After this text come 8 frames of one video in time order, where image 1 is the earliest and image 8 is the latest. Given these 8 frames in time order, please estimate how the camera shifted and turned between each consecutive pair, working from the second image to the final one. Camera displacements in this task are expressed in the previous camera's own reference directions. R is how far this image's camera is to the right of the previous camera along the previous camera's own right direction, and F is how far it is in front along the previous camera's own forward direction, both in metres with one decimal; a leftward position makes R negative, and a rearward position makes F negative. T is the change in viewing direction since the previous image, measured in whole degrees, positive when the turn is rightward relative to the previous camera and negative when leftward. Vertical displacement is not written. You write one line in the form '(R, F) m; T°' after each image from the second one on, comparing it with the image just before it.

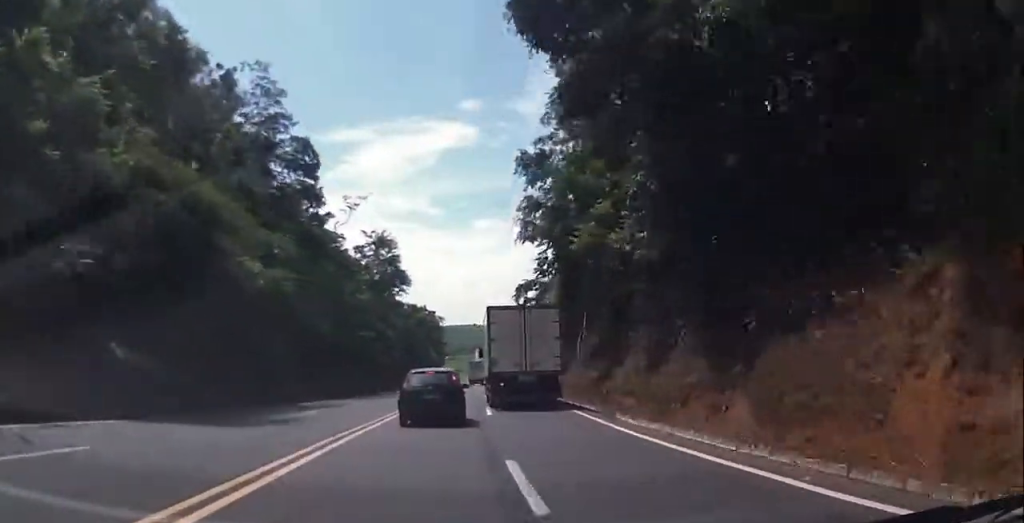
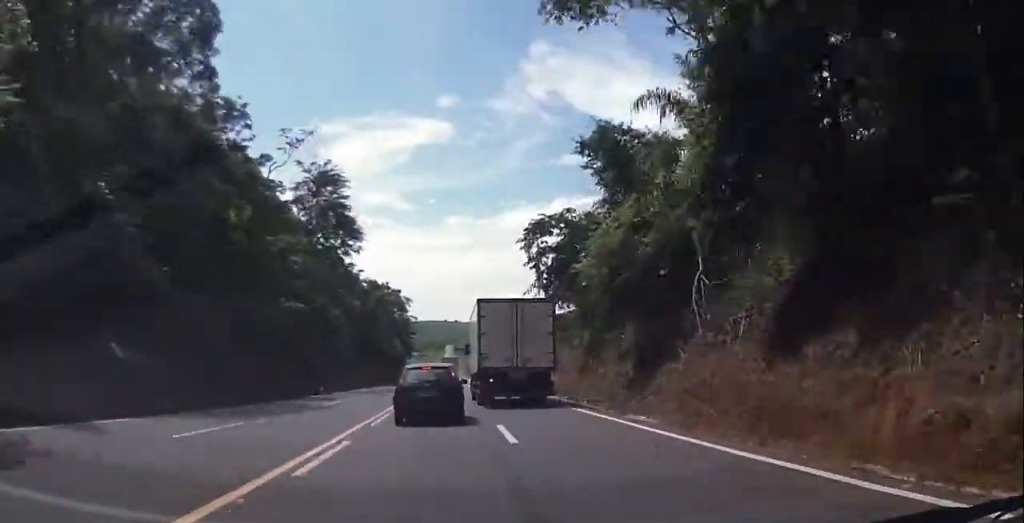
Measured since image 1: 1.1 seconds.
(-0.3, +25.3) m; 0°
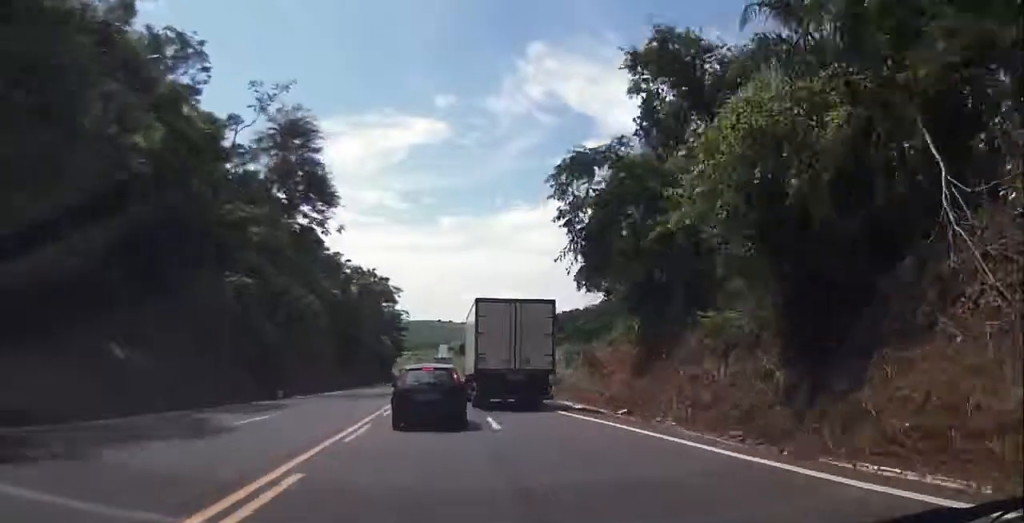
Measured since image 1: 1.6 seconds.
(+0.1, +12.0) m; +1°
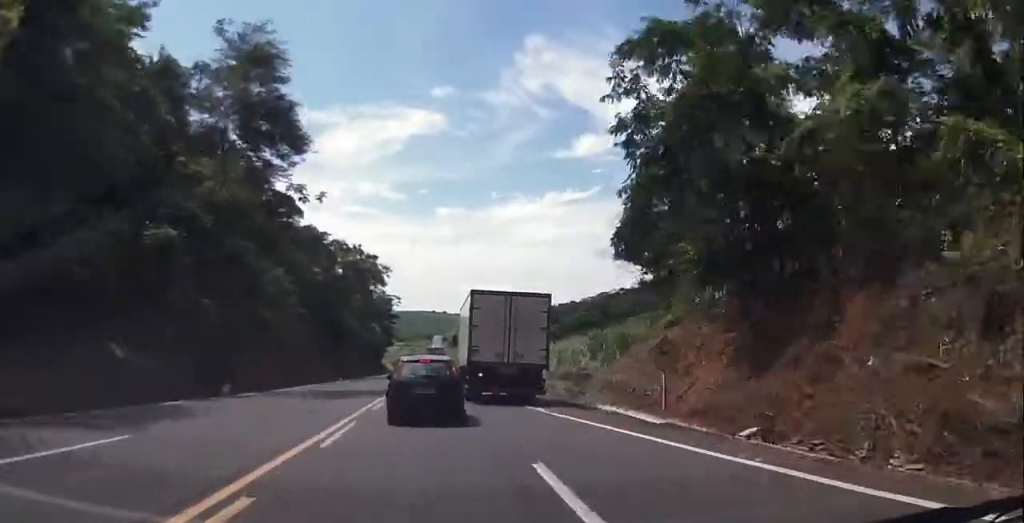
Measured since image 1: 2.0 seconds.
(+0.1, +10.4) m; +1°
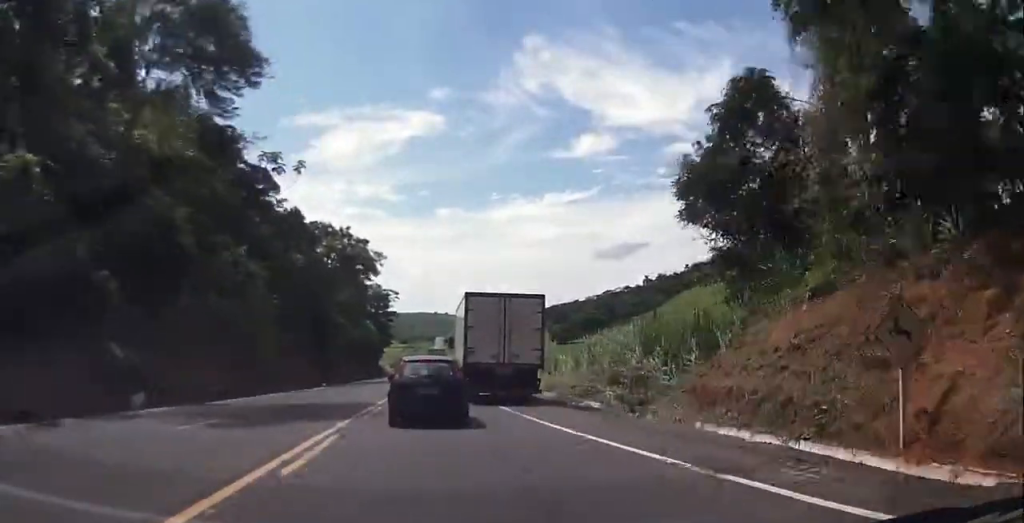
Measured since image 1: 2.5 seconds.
(0.0, +11.2) m; +1°
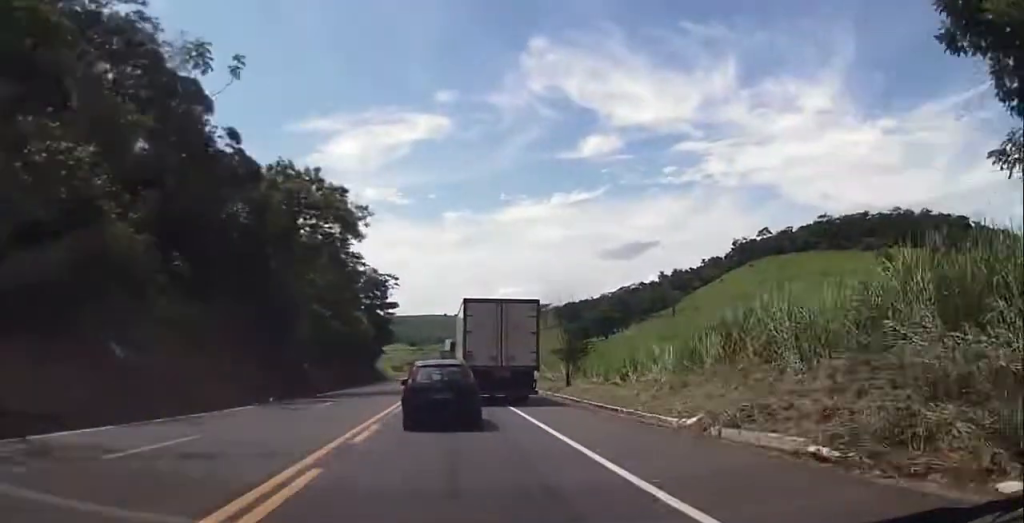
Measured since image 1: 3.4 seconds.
(+0.6, +20.9) m; 0°
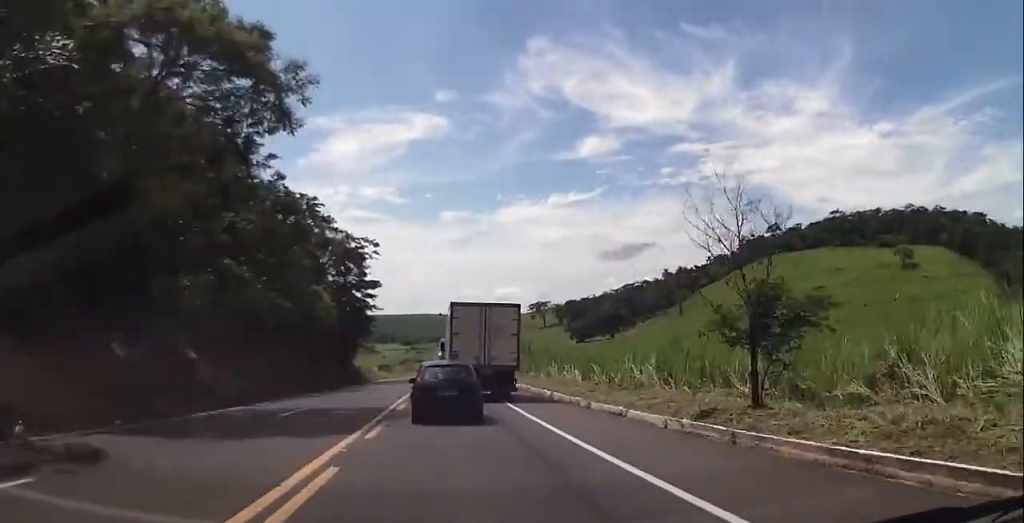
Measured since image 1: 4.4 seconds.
(-0.6, +22.8) m; -2°
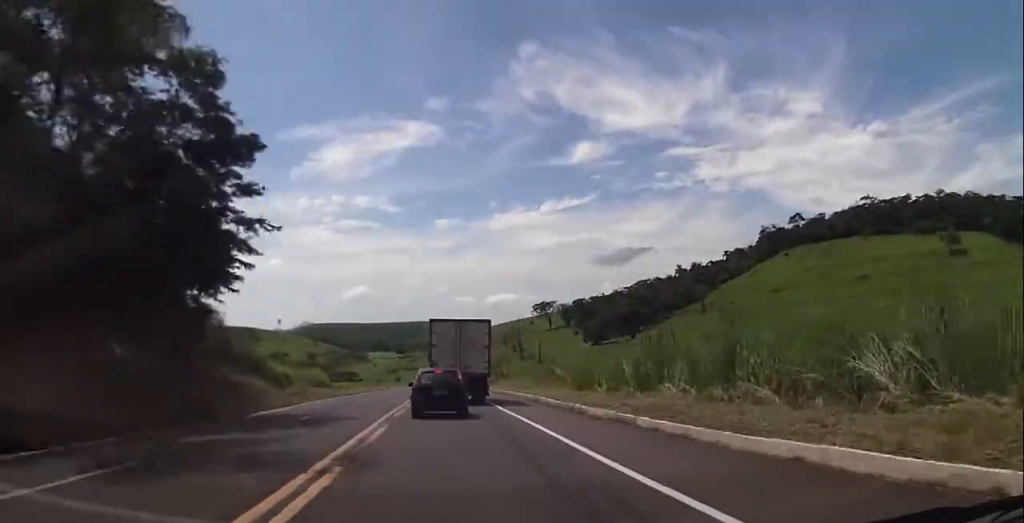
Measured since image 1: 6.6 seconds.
(+1.2, +46.7) m; +3°
